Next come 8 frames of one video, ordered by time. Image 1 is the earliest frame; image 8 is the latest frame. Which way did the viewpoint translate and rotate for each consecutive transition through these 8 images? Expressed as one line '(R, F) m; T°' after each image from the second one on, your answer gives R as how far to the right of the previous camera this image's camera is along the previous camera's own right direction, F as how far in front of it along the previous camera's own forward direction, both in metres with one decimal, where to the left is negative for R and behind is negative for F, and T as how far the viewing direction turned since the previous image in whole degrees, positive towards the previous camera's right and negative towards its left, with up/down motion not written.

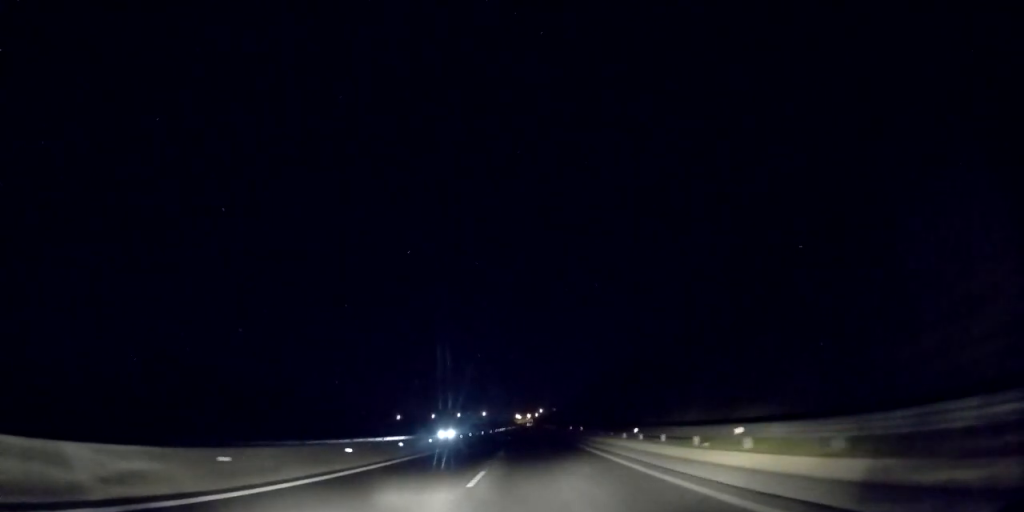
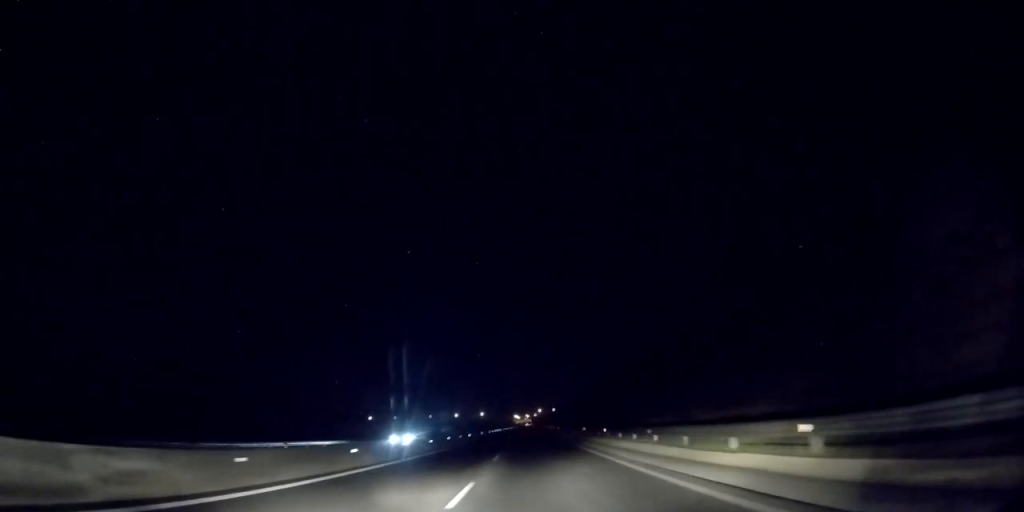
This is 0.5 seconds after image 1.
(+0.3, +15.3) m; 0°
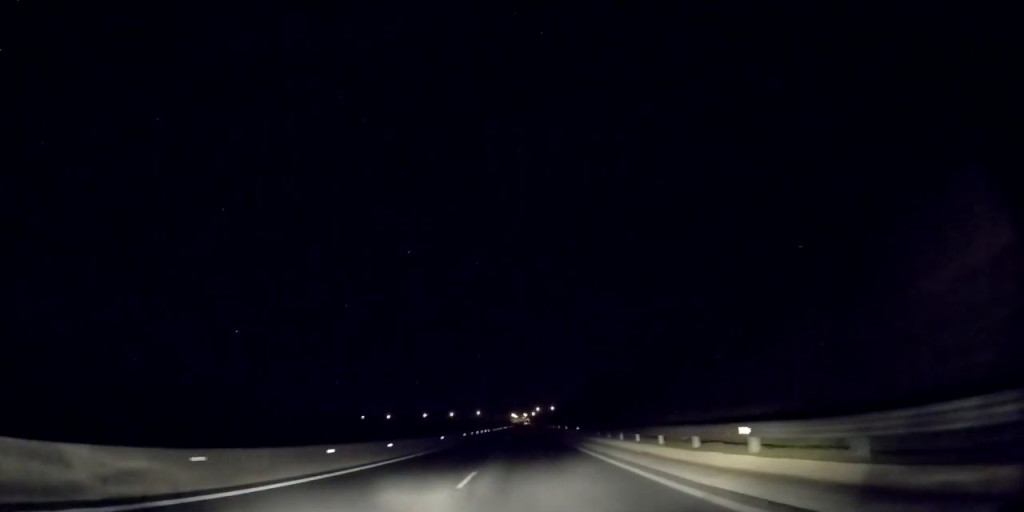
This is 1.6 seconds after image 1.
(-0.2, +33.8) m; -1°
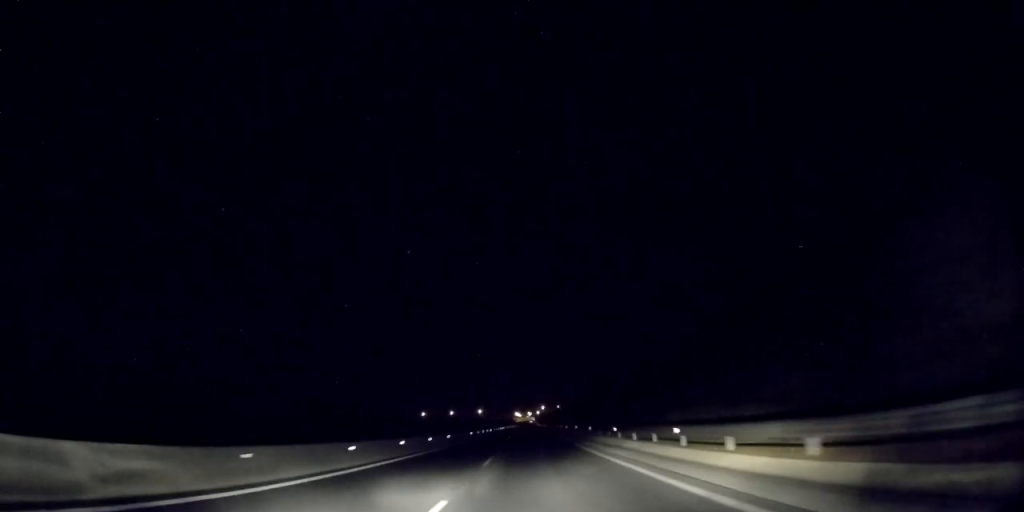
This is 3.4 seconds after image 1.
(-0.2, +54.9) m; 0°
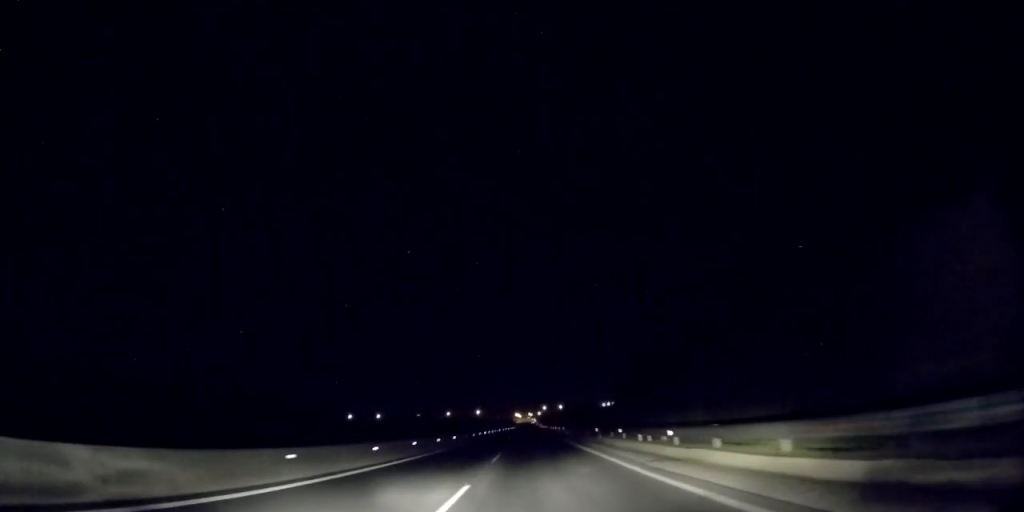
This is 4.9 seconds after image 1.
(-0.1, +46.7) m; 0°
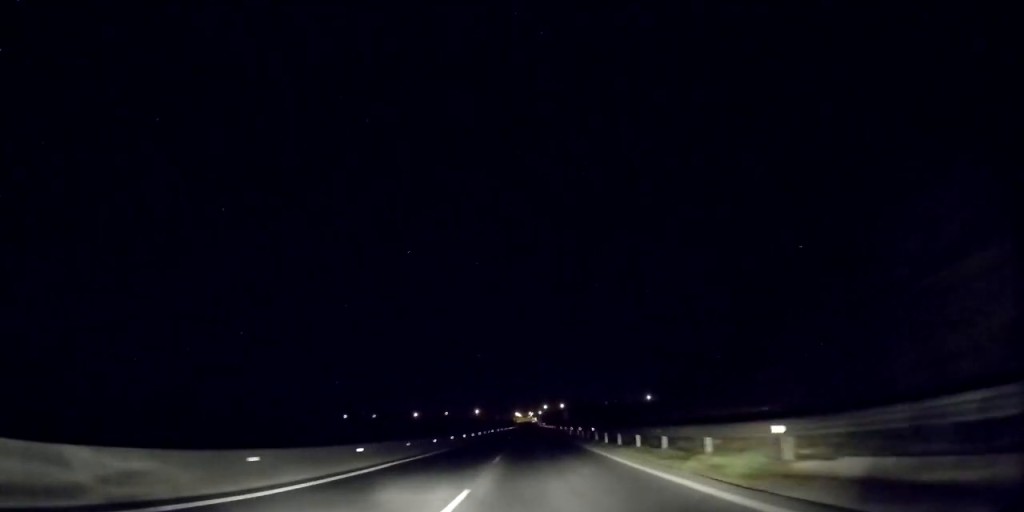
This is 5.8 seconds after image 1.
(+0.2, +26.2) m; 0°
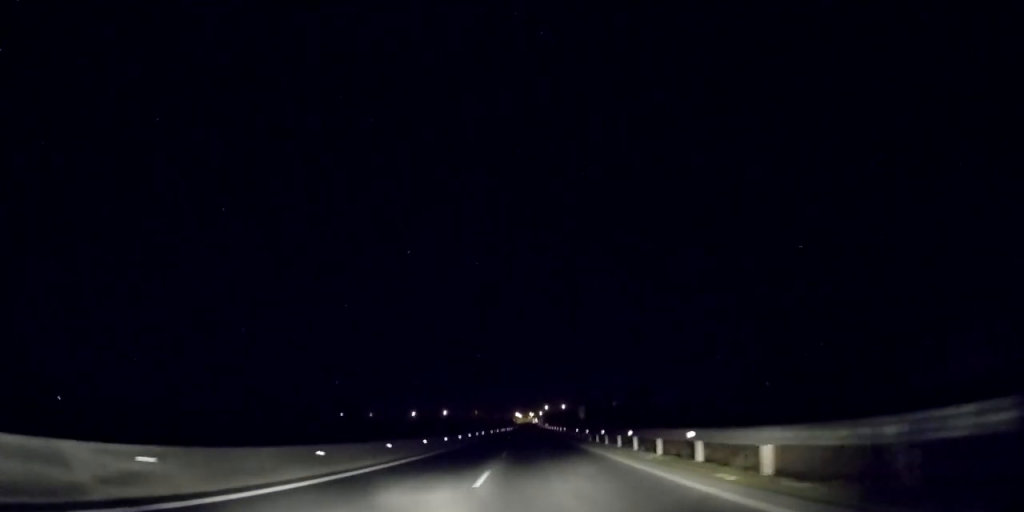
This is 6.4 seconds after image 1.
(0.0, +20.0) m; 0°
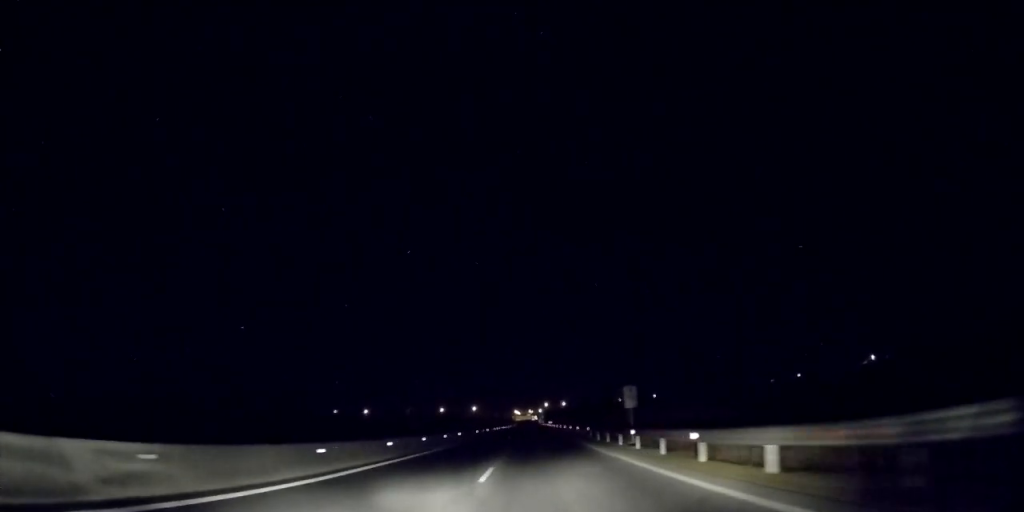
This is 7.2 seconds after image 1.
(0.0, +24.1) m; 0°
